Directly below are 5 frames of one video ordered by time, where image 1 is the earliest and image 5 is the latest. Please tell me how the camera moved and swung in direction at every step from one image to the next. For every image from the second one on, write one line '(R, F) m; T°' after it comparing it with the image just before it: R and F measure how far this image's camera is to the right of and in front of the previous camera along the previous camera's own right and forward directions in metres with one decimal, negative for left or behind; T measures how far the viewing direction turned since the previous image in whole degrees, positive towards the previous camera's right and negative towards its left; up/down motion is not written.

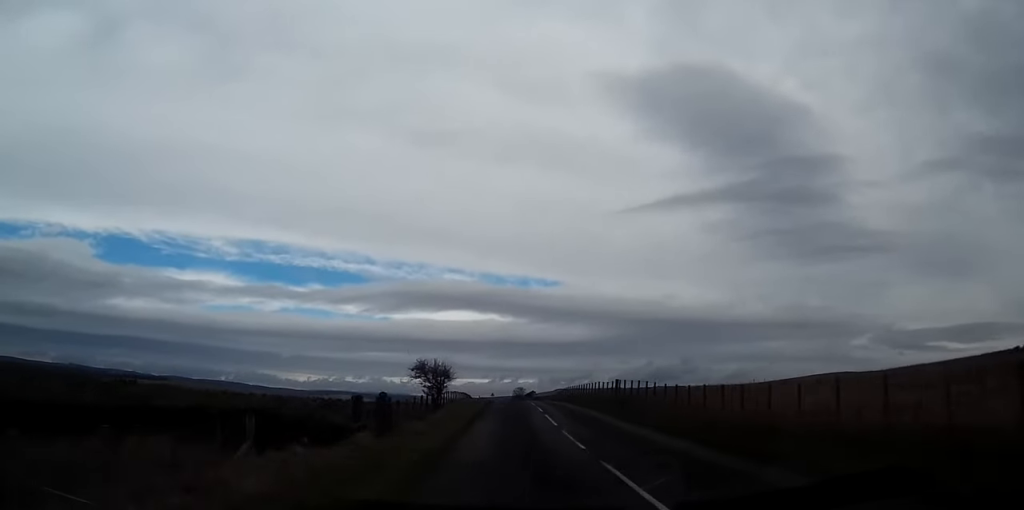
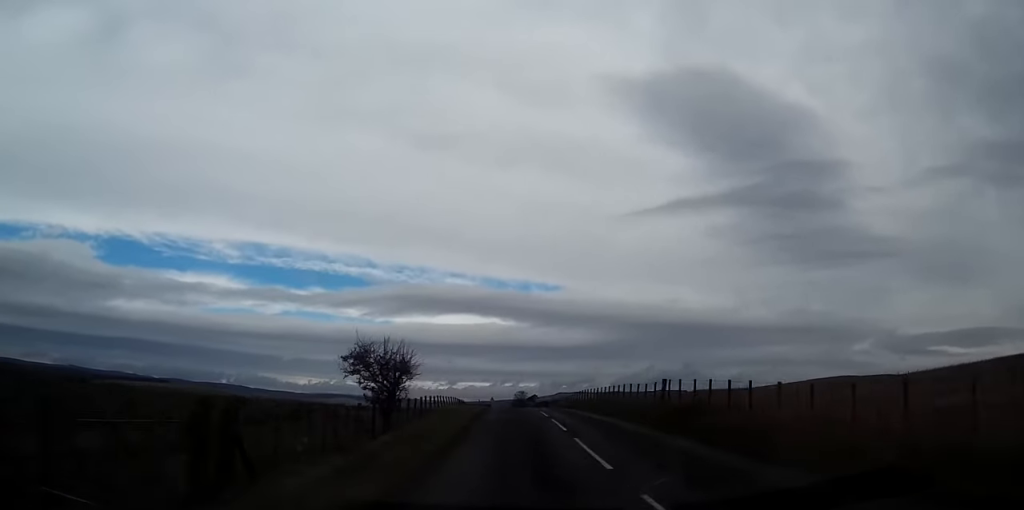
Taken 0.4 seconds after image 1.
(-0.1, +12.5) m; 0°
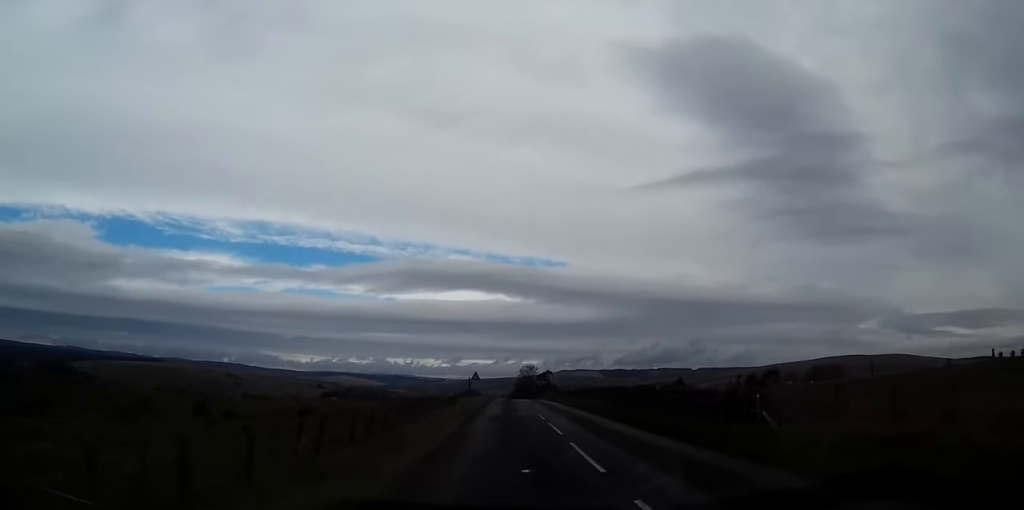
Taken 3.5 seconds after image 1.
(-0.2, +88.2) m; 0°
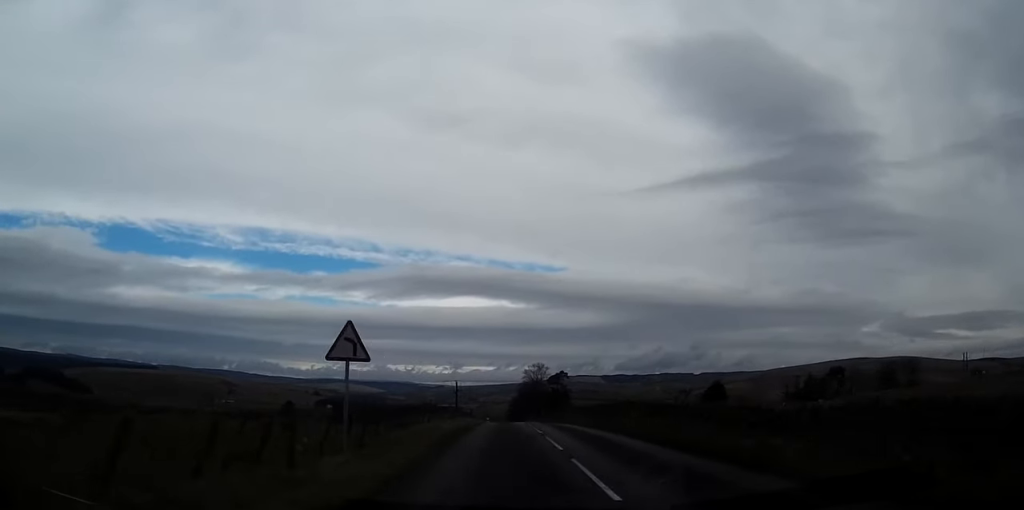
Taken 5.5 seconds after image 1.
(+0.2, +54.9) m; 0°
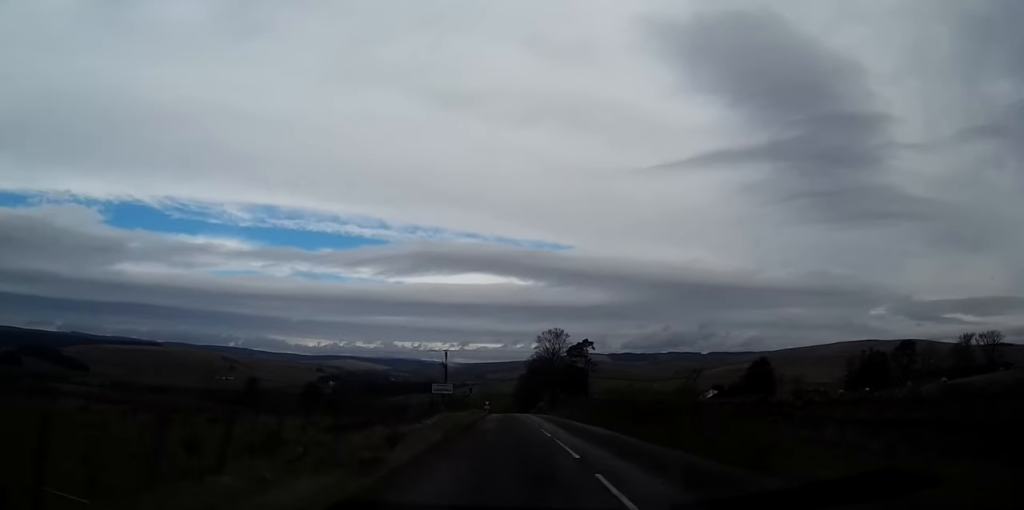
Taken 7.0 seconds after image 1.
(-0.2, +39.4) m; -1°
